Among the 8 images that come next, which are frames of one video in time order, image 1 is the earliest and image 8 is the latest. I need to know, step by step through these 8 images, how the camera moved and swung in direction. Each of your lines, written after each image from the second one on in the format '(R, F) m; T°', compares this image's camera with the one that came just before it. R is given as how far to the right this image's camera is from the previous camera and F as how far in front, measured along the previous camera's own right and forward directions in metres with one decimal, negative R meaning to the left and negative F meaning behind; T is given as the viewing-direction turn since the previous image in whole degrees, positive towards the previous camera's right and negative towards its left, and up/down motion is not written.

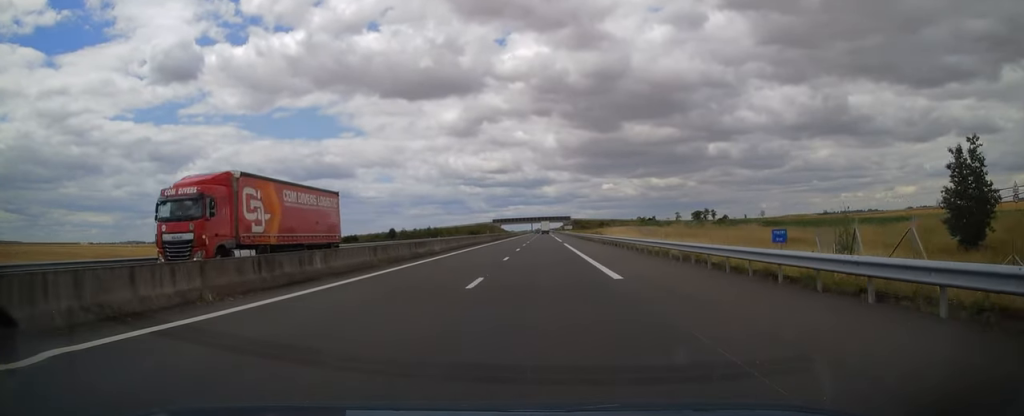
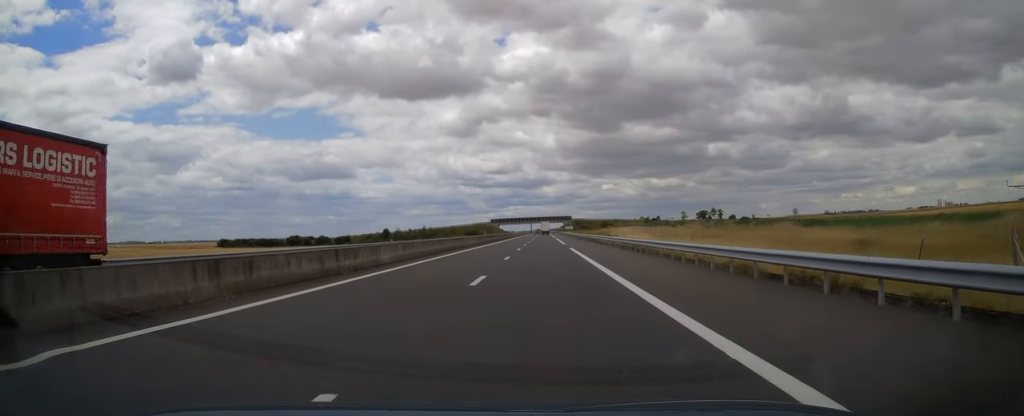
(+0.2, +12.2) m; 0°
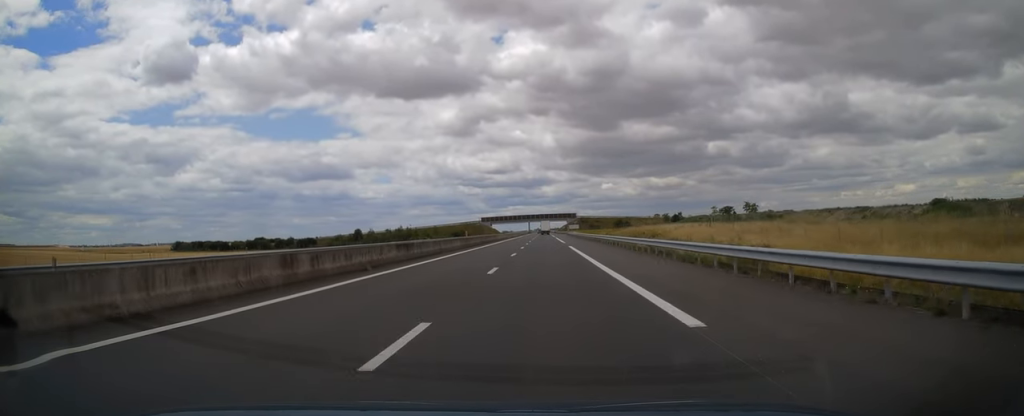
(-0.2, +47.7) m; 0°
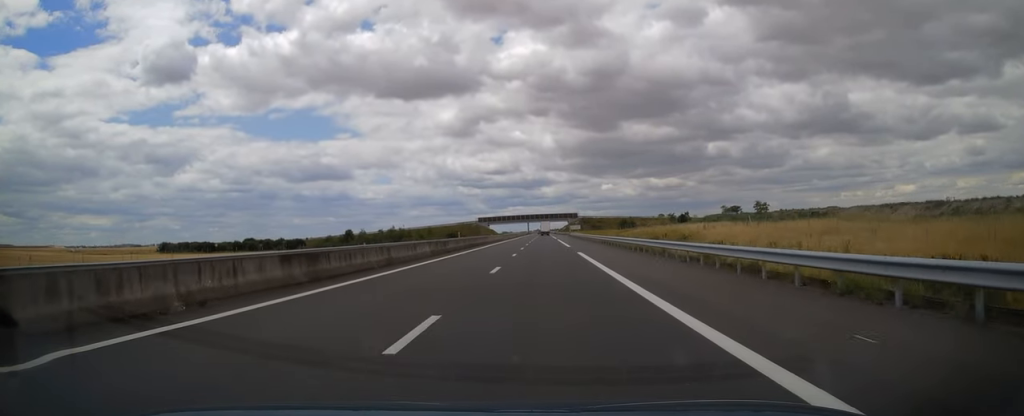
(+0.2, +12.2) m; 0°
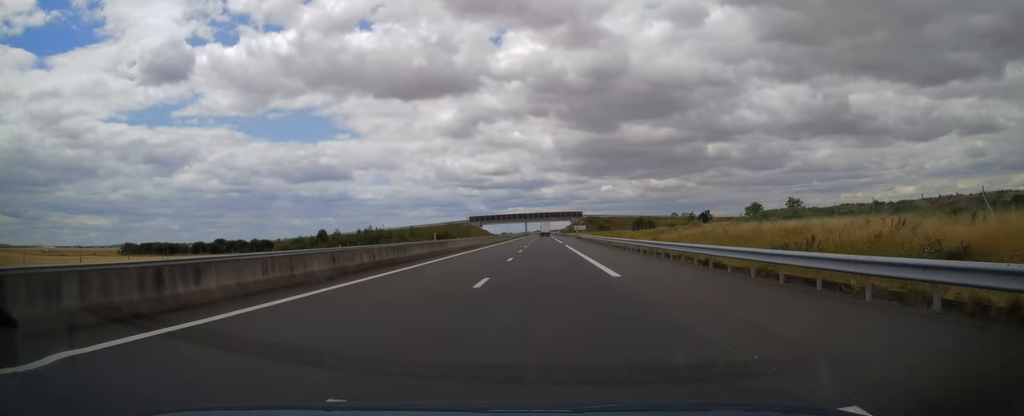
(-0.1, +30.7) m; 0°
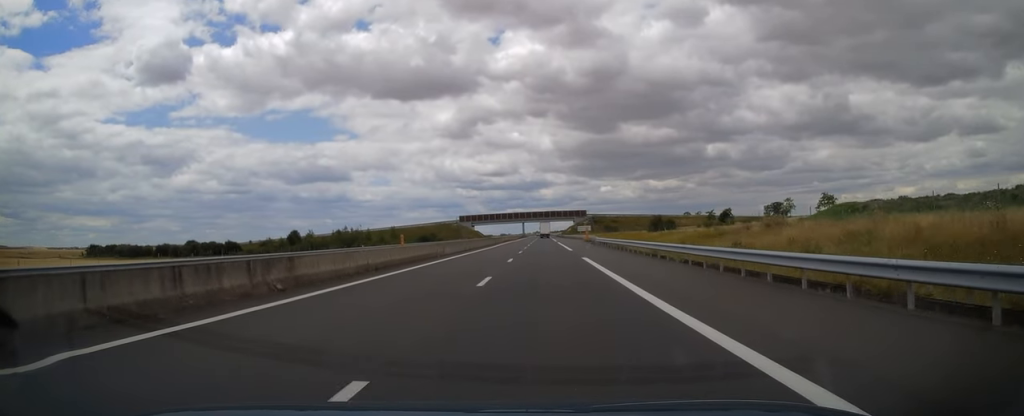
(+0.1, +25.1) m; 0°
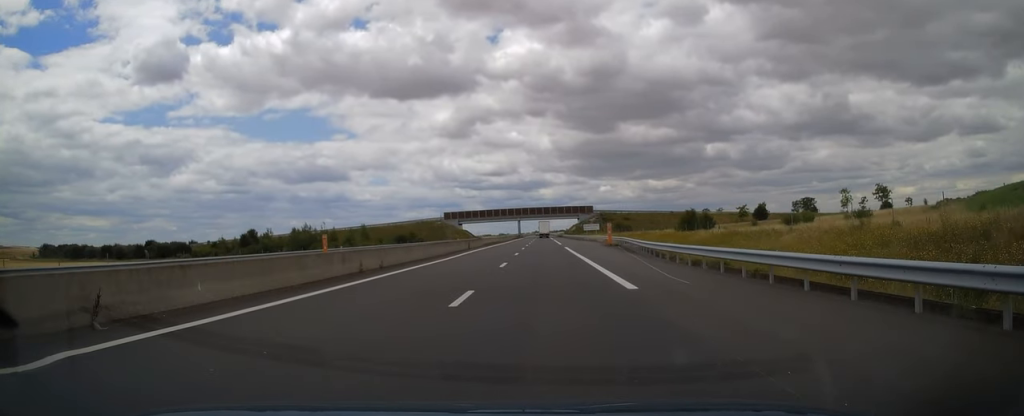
(+0.1, +30.0) m; 0°
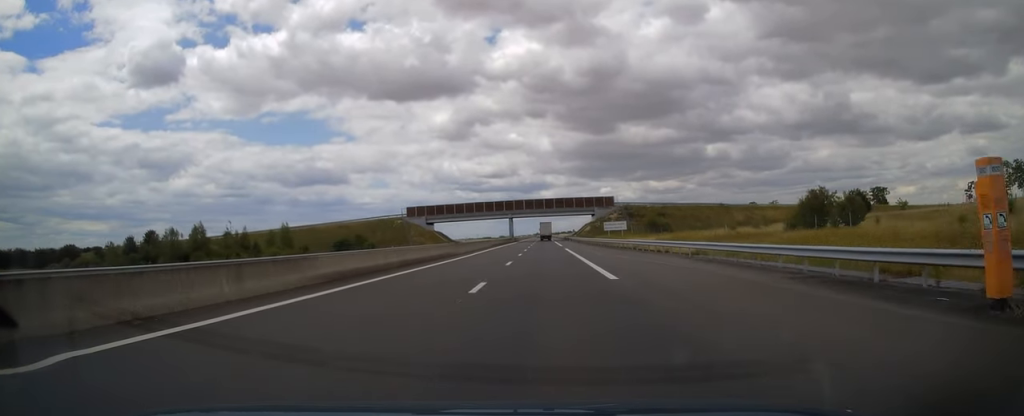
(+0.2, +48.5) m; 0°
